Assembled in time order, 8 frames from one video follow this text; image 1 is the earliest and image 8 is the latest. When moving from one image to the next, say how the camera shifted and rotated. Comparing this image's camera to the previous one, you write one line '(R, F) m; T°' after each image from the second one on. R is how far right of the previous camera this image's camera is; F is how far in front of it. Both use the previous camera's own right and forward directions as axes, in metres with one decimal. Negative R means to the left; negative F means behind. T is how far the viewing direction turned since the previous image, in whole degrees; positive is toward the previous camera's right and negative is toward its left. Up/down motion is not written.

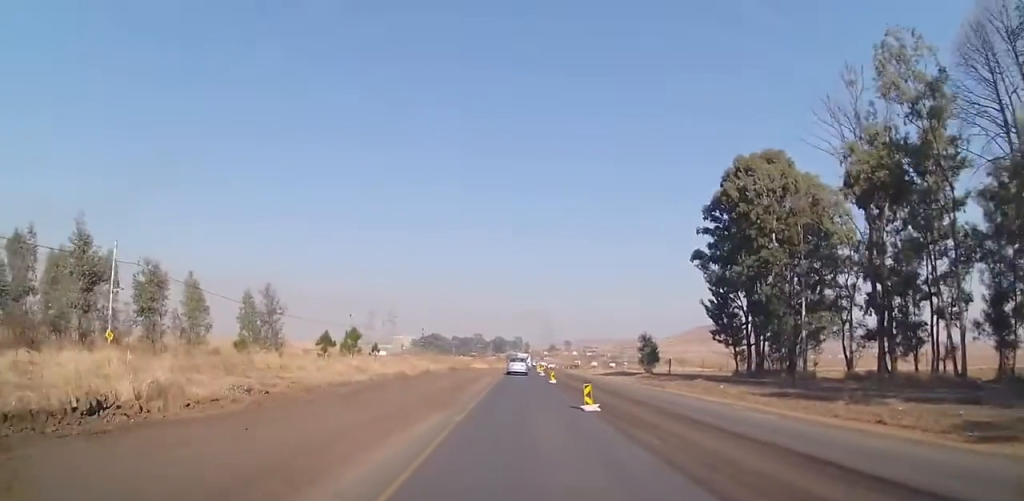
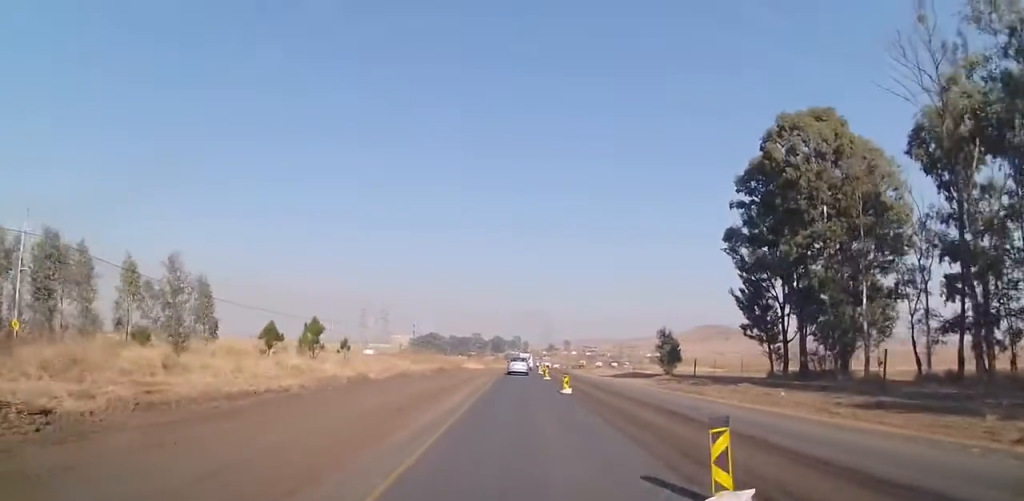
(-0.1, +10.5) m; -1°
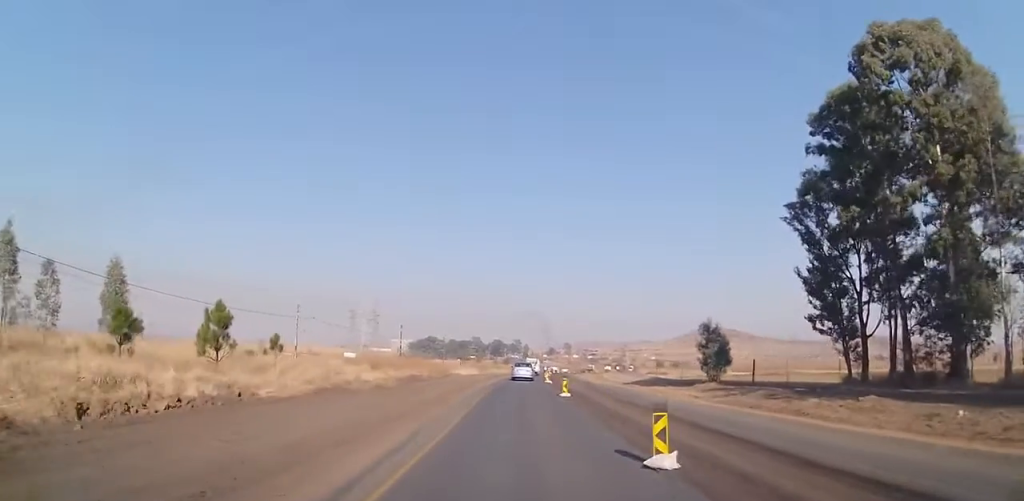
(-0.2, +15.0) m; +1°
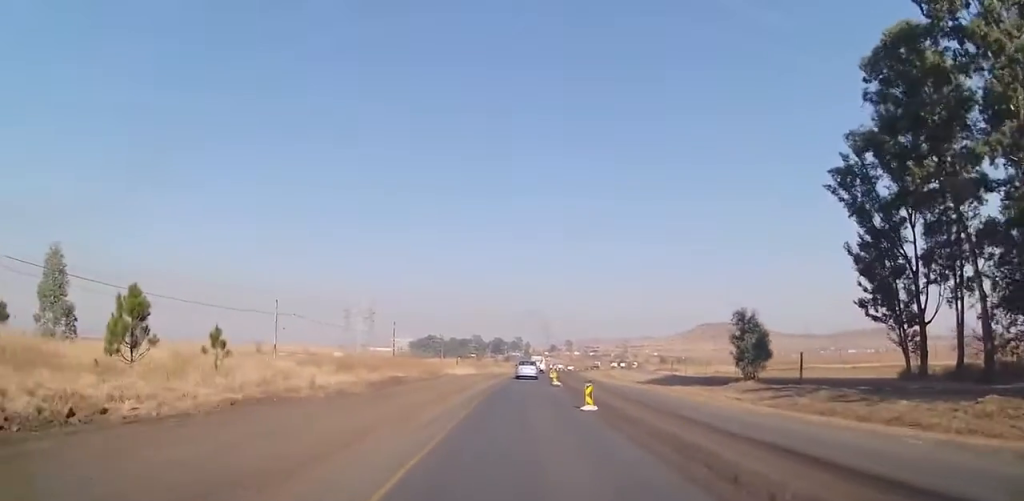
(+0.3, +7.7) m; +1°
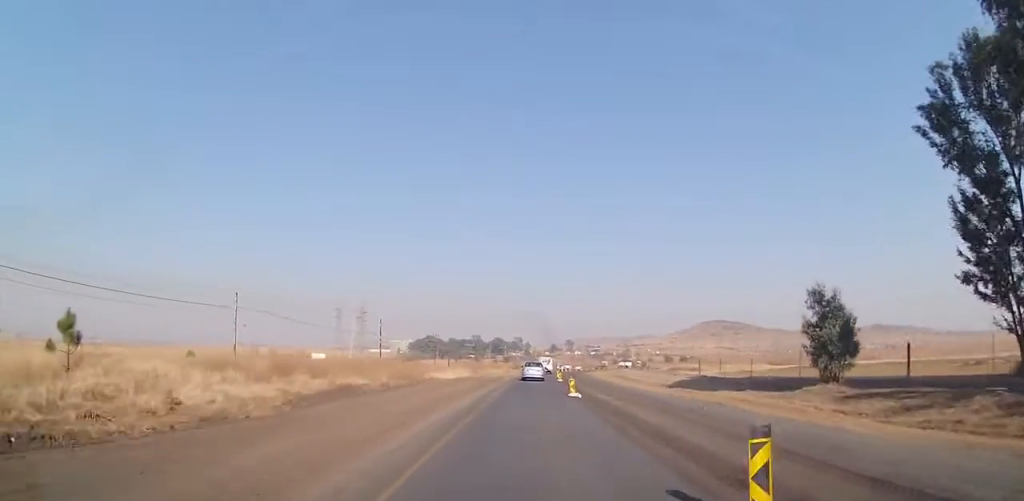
(+0.2, +11.2) m; 0°
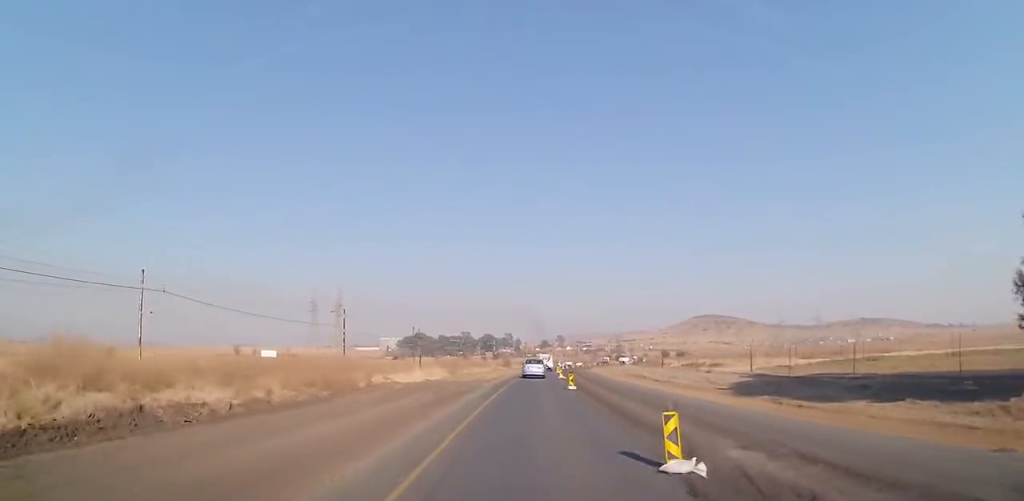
(-0.2, +16.2) m; -1°
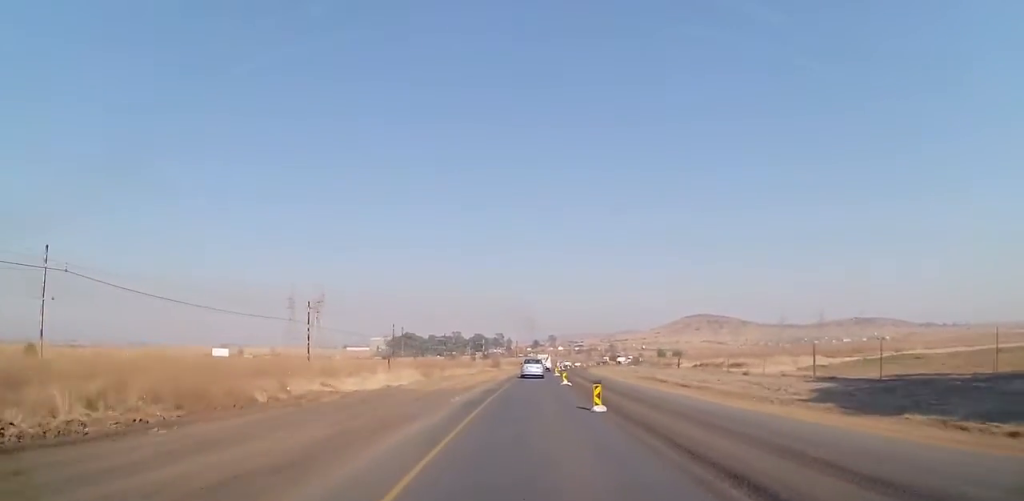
(-0.1, +11.5) m; +1°
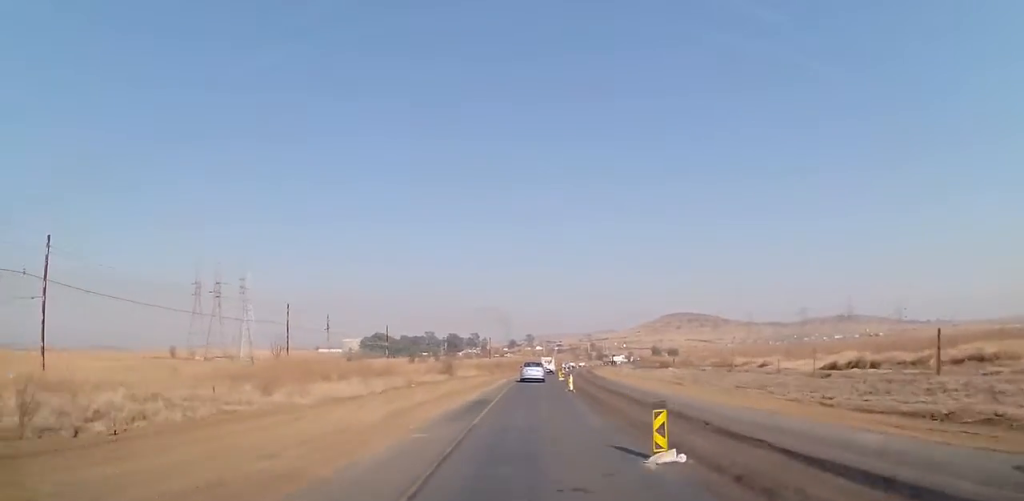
(+1.6, +43.3) m; +2°
